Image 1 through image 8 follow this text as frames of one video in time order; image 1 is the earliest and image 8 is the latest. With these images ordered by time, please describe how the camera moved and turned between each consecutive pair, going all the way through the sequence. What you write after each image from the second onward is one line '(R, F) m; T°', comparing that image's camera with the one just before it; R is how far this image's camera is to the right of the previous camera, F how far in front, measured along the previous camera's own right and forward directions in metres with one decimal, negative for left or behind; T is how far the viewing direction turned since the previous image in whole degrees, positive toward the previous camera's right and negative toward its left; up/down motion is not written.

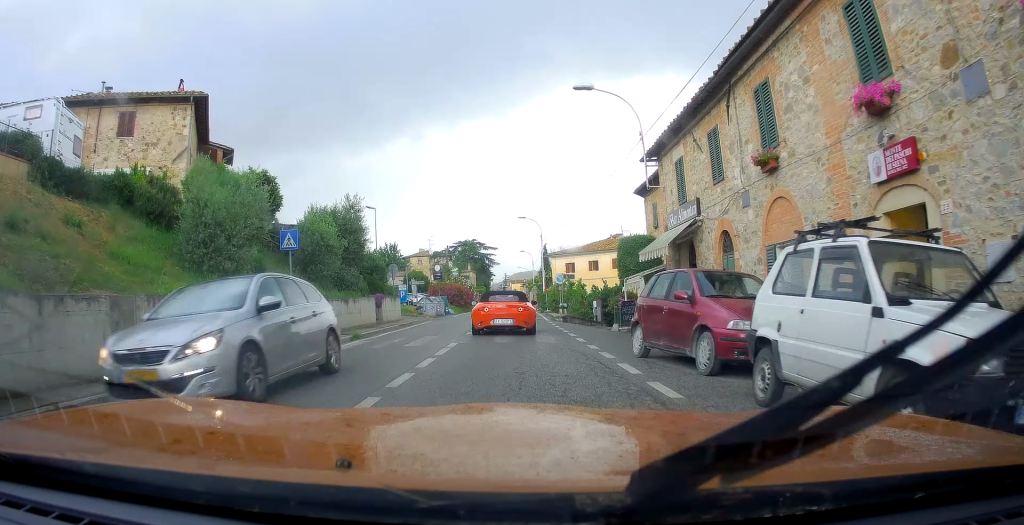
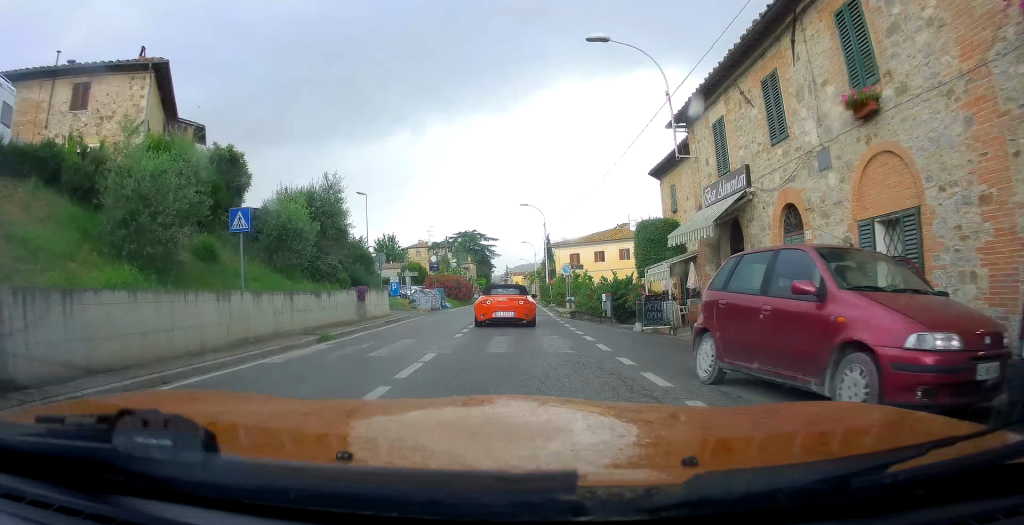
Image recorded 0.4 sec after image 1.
(0.0, +3.5) m; -1°
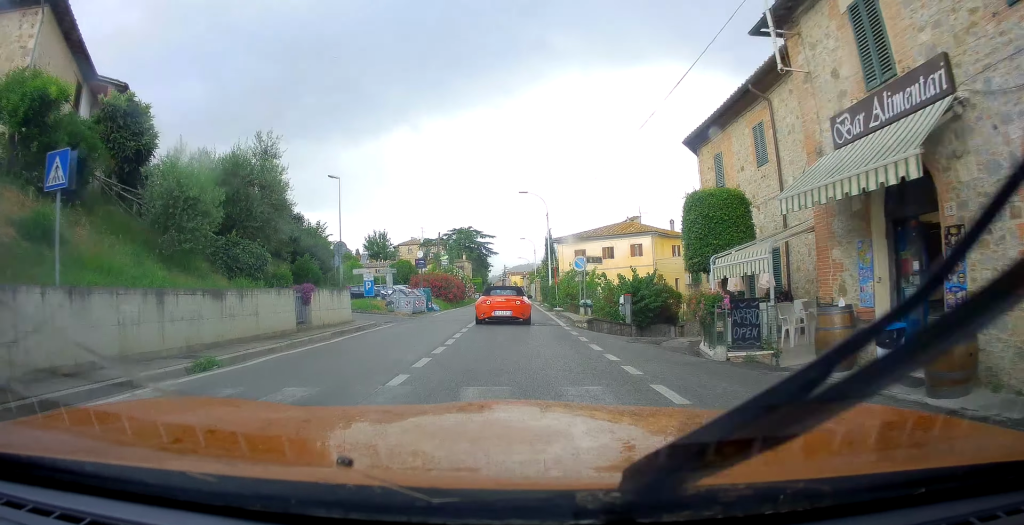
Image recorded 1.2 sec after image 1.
(-0.1, +7.0) m; -2°
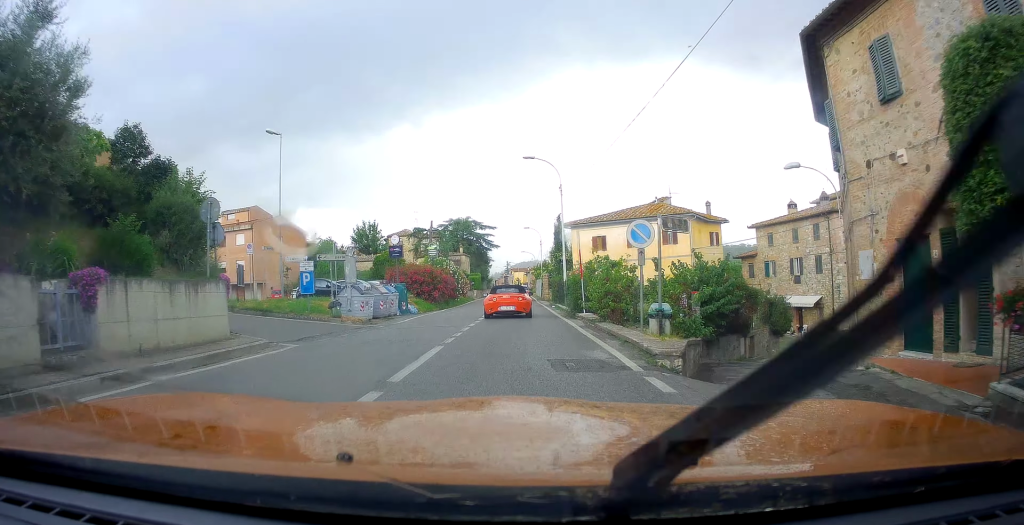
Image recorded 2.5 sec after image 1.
(+0.1, +11.5) m; +3°
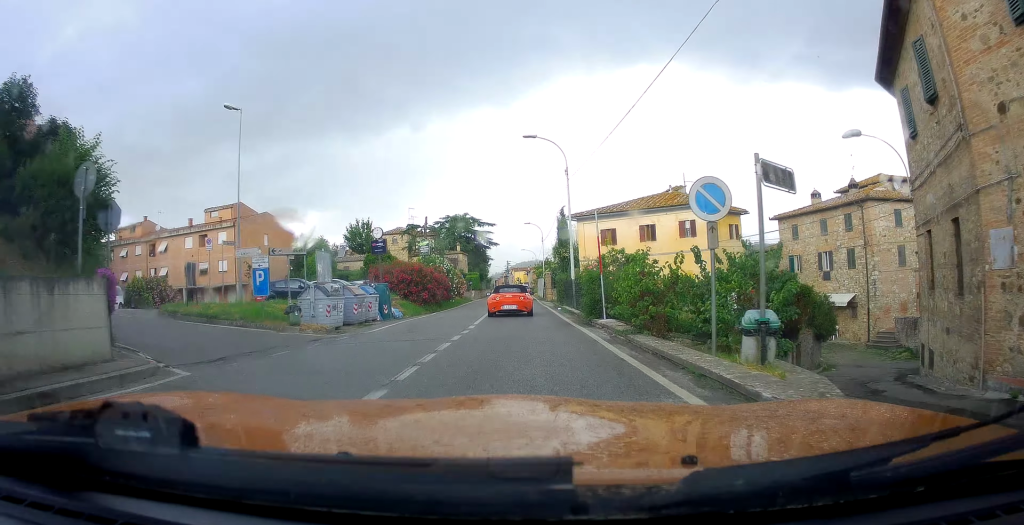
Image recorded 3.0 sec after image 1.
(+0.3, +4.6) m; +1°
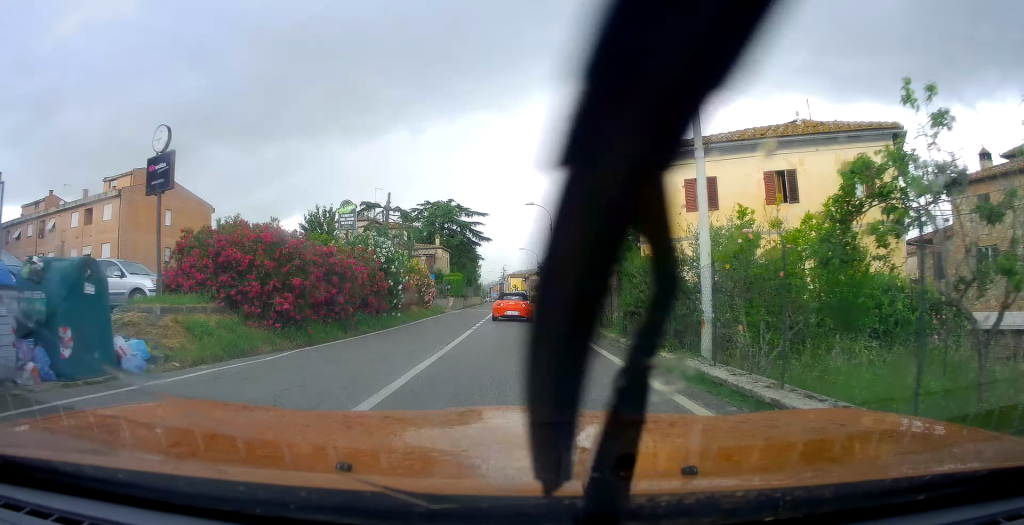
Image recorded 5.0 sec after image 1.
(-0.4, +20.3) m; 0°
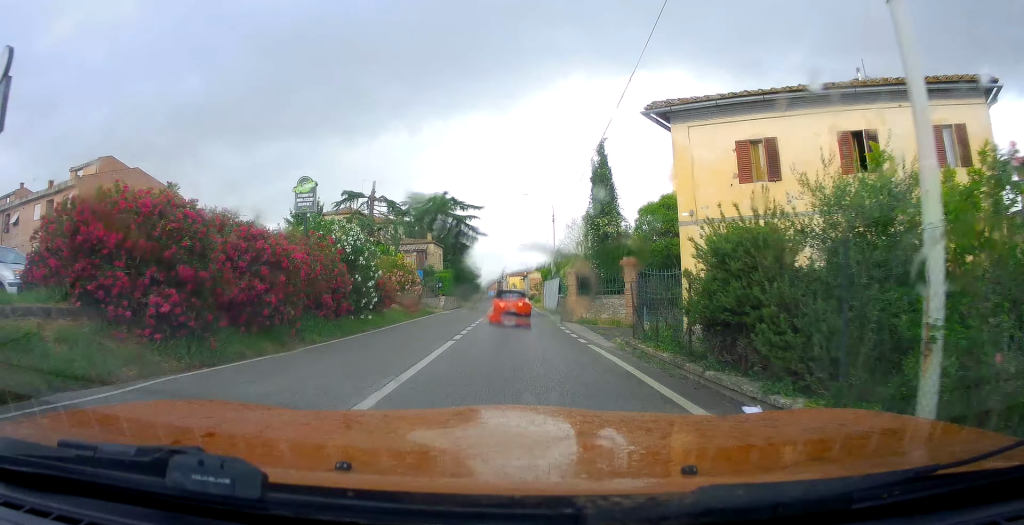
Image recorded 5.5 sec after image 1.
(0.0, +5.0) m; 0°
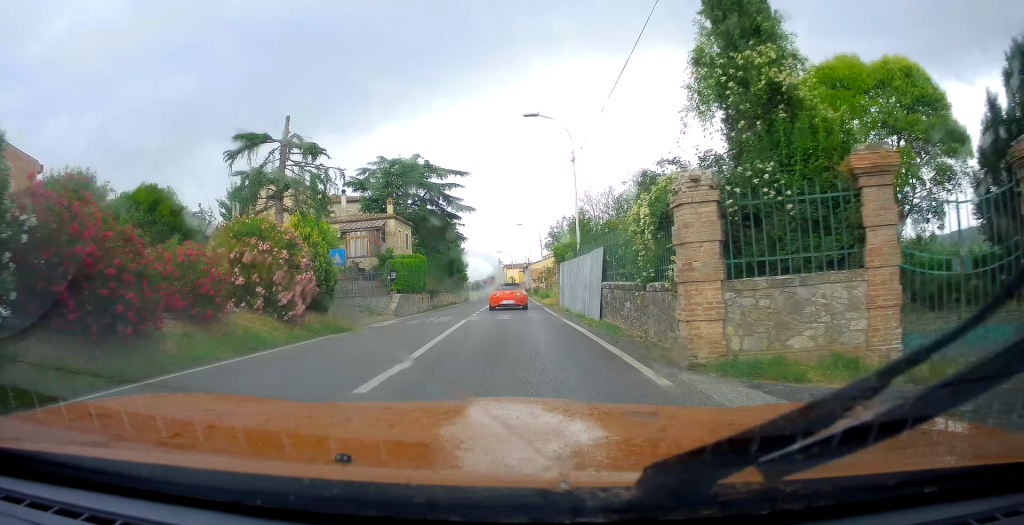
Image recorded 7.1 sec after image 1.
(-0.1, +17.7) m; -1°
